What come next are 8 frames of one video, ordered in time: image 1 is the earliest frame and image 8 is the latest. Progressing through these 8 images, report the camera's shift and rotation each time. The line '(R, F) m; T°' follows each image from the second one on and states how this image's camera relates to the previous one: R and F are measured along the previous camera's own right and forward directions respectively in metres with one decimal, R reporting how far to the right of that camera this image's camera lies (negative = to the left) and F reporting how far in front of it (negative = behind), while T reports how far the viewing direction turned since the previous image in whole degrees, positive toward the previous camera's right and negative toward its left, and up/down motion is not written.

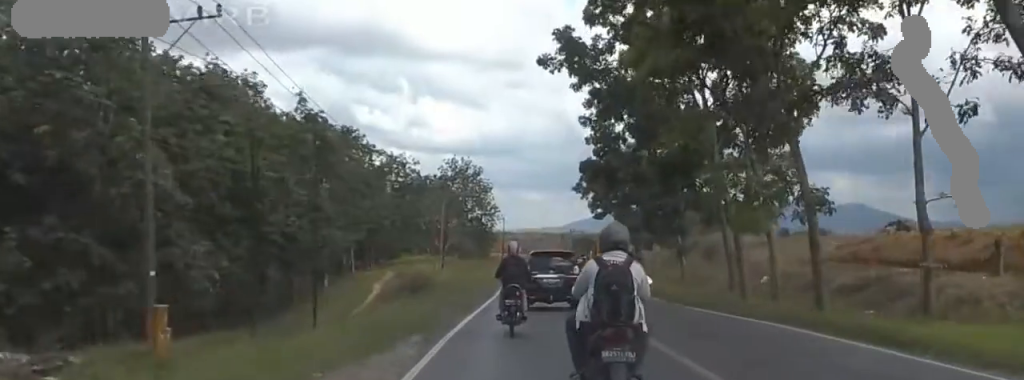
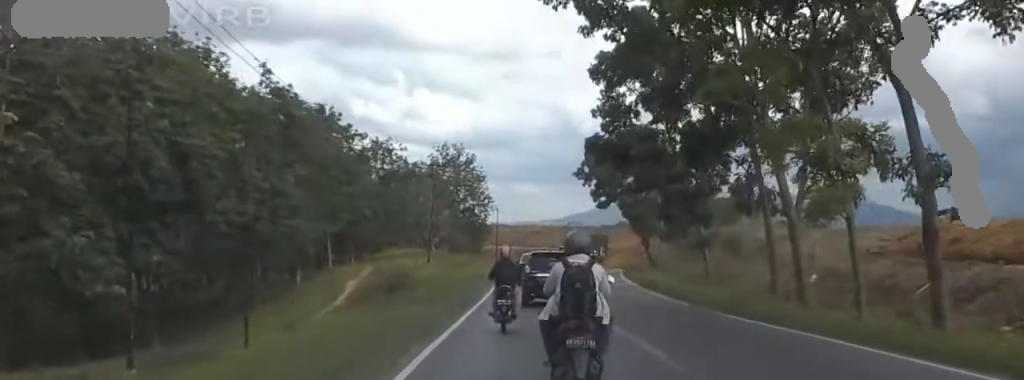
(-0.4, +8.0) m; -3°
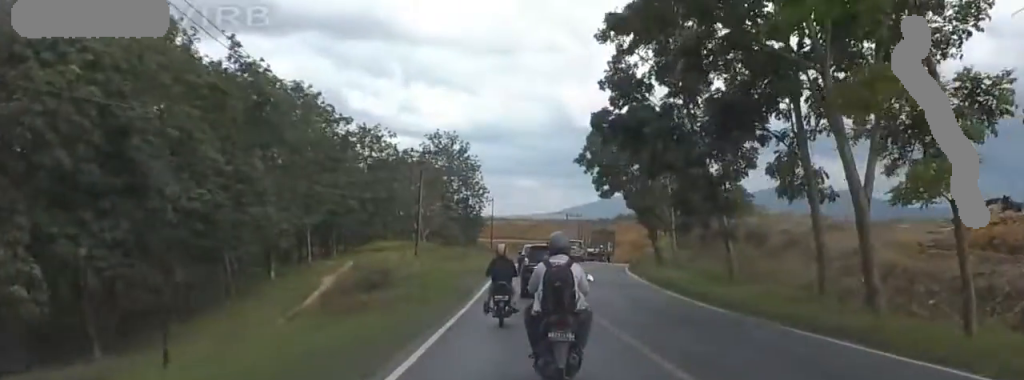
(0.0, +5.8) m; -2°
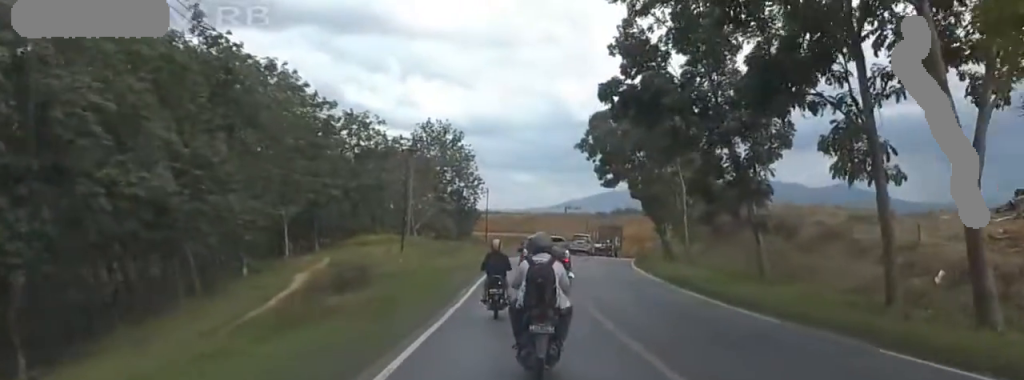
(+0.2, +5.3) m; -2°
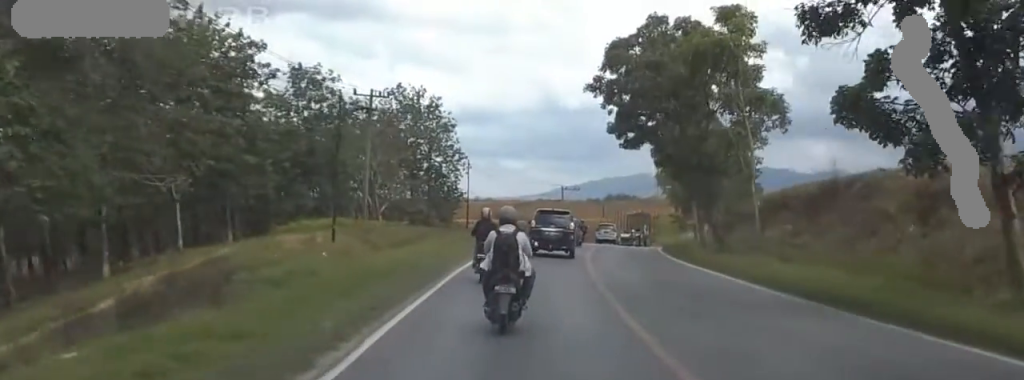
(-1.5, +16.2) m; -4°
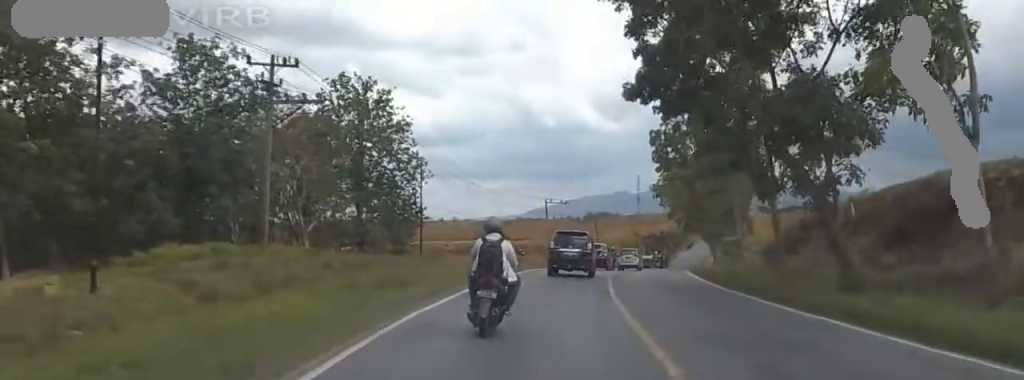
(+1.1, +16.9) m; +11°
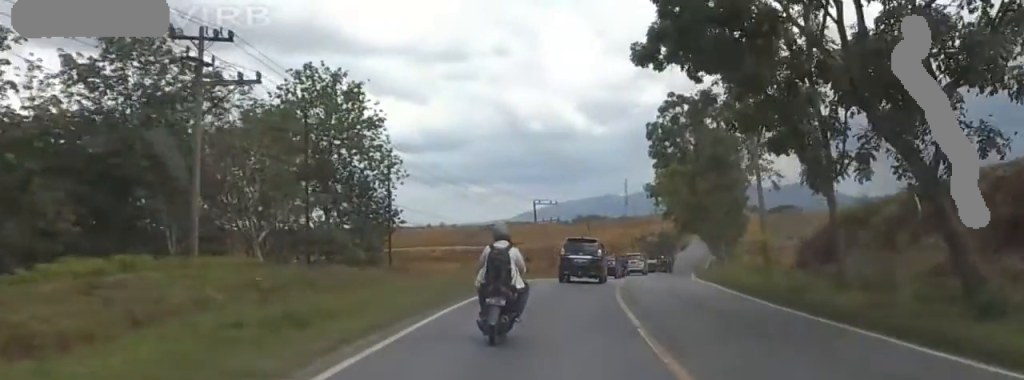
(+0.3, +6.3) m; +2°
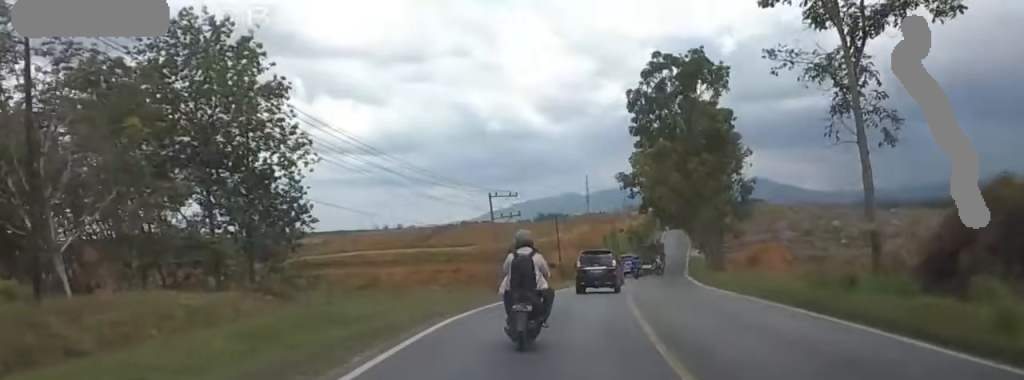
(-0.1, +14.1) m; -3°
